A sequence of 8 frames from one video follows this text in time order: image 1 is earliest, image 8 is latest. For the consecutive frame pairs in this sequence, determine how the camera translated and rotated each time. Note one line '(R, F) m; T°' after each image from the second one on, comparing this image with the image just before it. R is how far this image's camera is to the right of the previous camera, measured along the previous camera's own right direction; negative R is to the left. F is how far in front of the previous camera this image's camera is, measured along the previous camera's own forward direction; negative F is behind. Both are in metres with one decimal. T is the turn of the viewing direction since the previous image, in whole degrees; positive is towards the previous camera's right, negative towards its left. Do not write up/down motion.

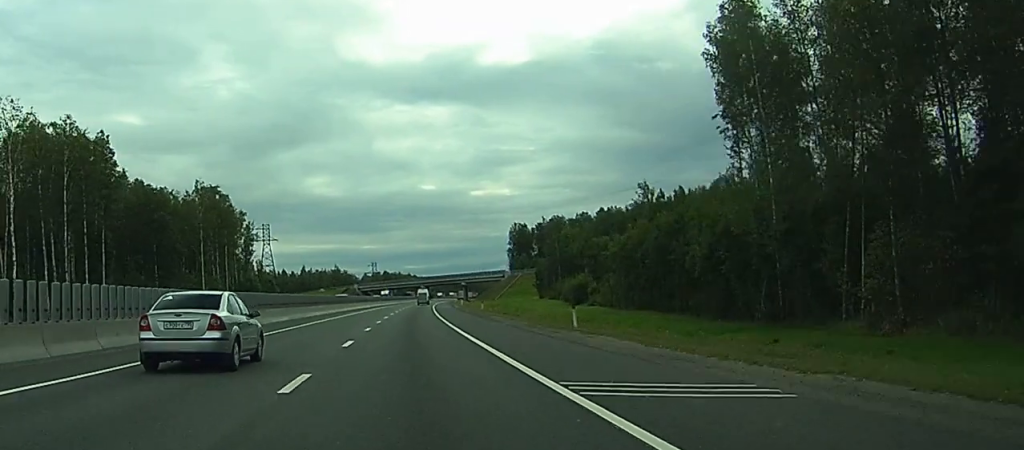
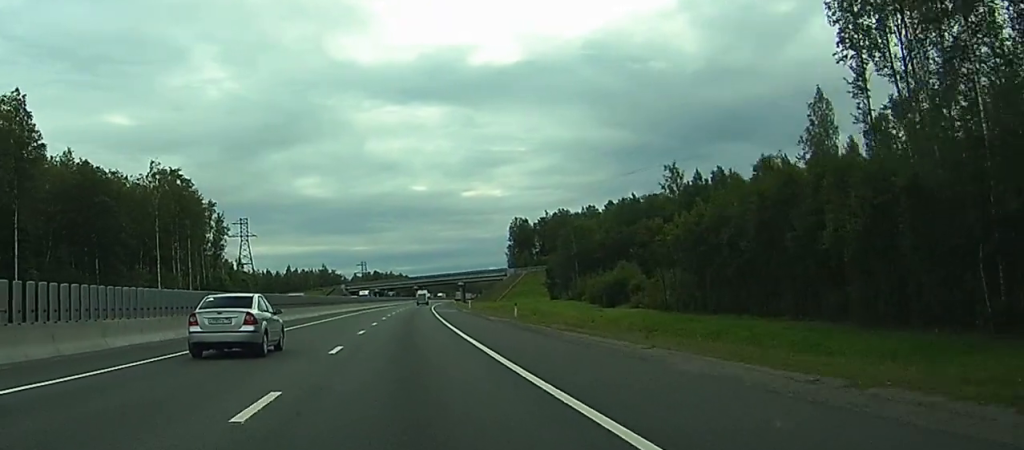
(+0.2, +27.0) m; +1°
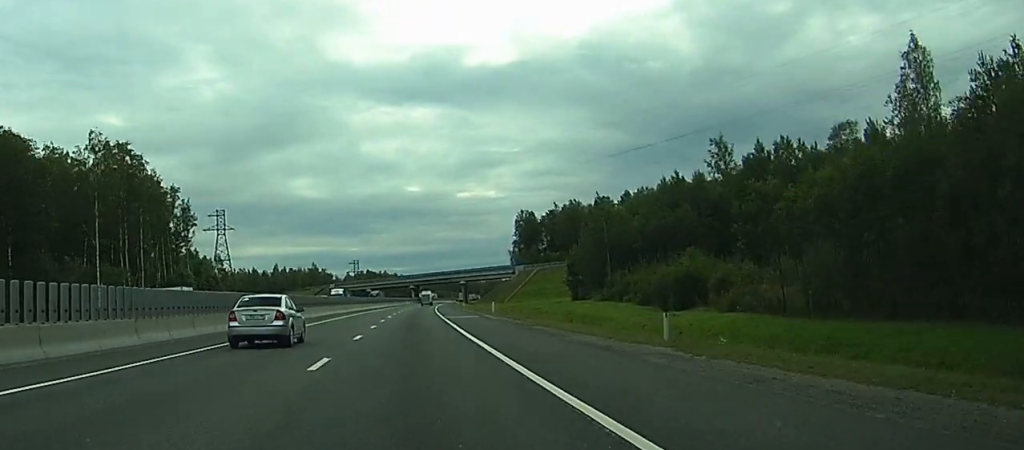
(+0.1, +28.8) m; 0°
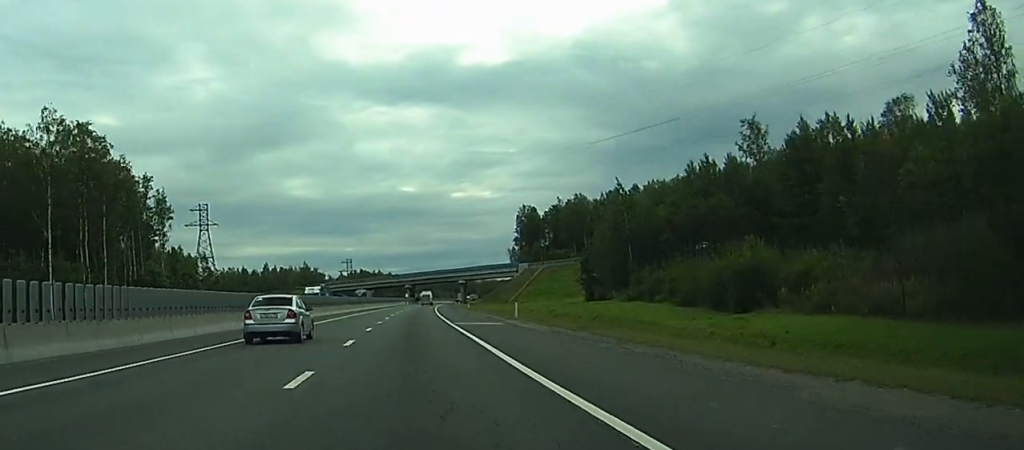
(0.0, +15.7) m; 0°
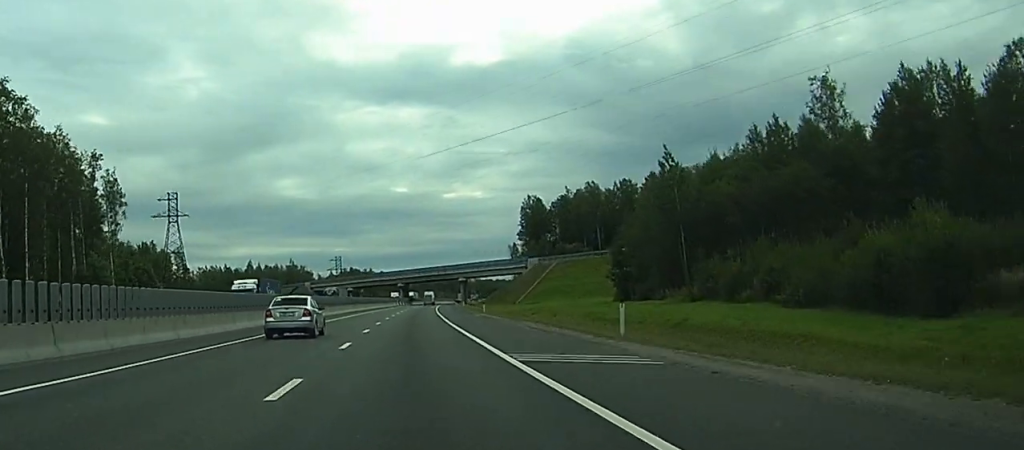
(+0.1, +25.4) m; +1°
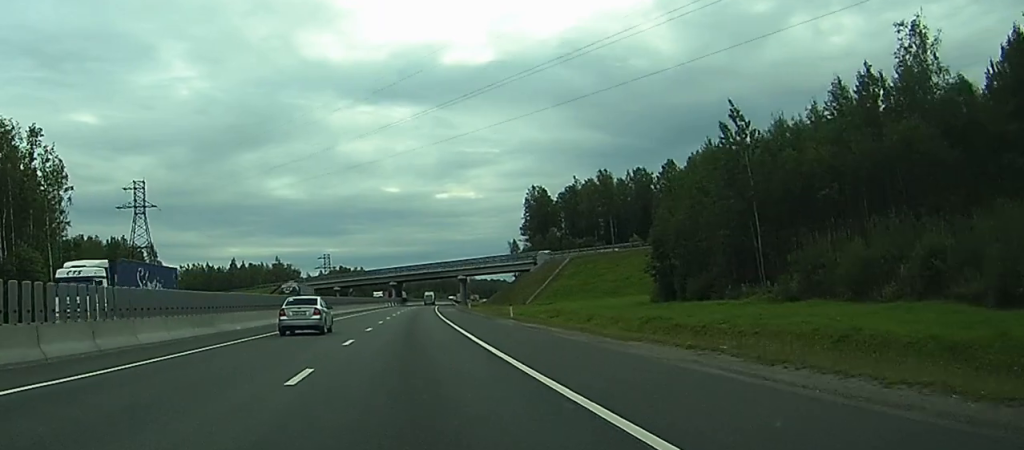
(+0.1, +21.9) m; 0°
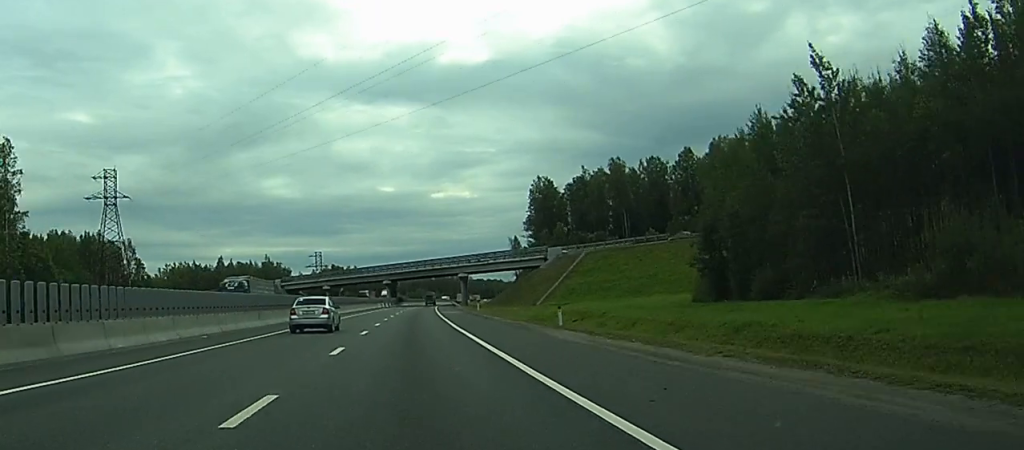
(0.0, +16.6) m; 0°
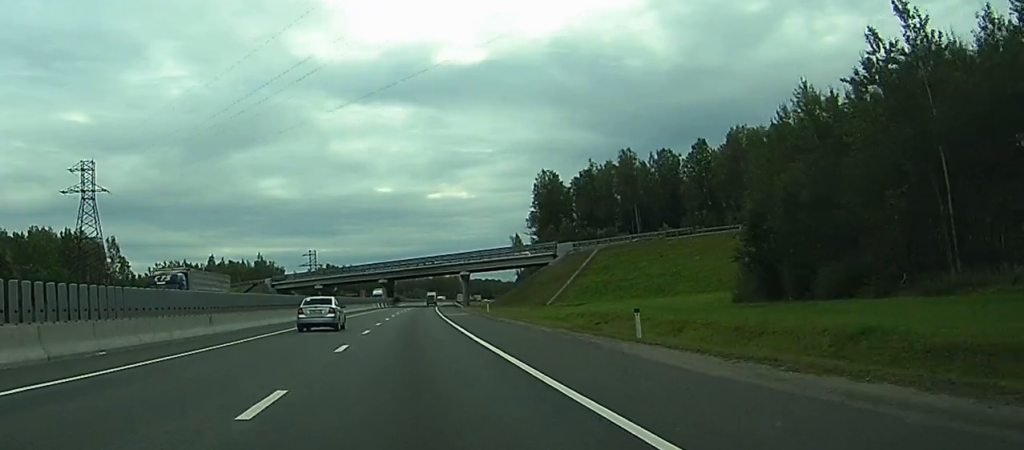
(0.0, +11.4) m; 0°
